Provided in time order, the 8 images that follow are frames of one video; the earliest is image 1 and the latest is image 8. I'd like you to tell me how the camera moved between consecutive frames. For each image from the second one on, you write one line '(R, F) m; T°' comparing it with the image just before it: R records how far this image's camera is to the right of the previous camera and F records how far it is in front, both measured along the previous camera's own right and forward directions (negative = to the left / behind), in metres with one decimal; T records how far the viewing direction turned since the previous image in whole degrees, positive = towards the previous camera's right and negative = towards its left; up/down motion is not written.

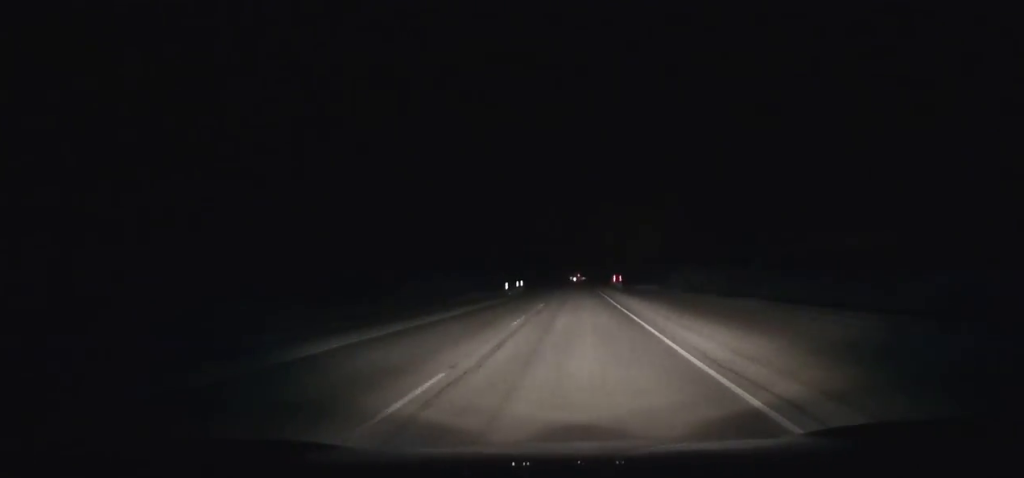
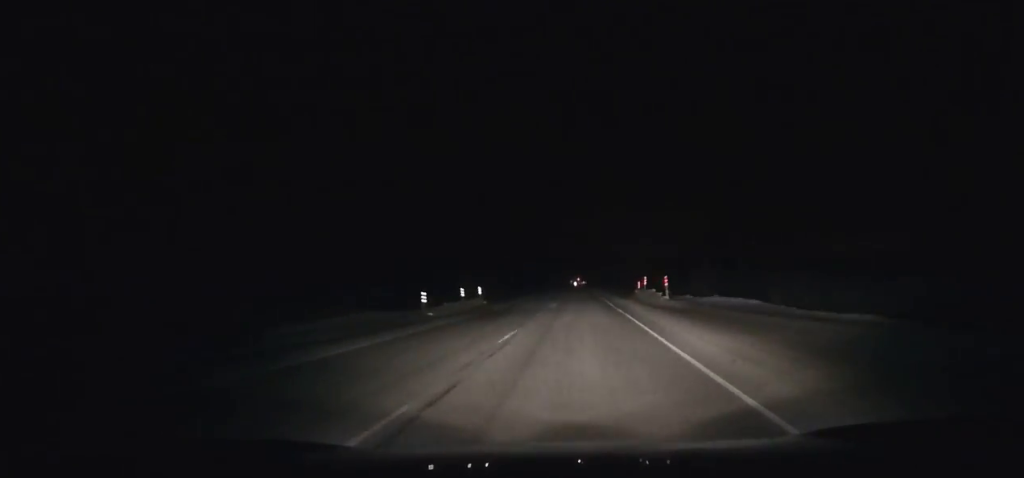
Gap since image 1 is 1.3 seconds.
(+0.2, +39.3) m; 0°
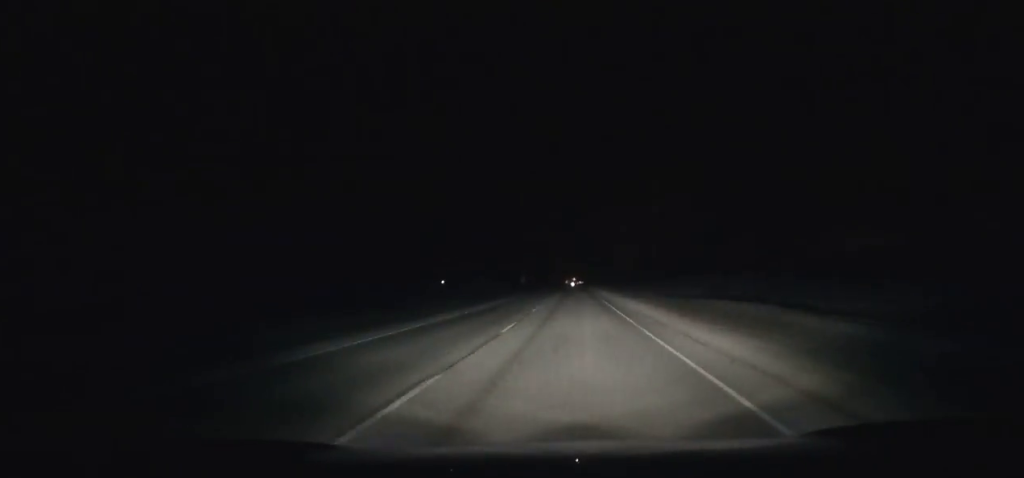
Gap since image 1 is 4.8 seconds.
(+0.8, +106.2) m; 0°
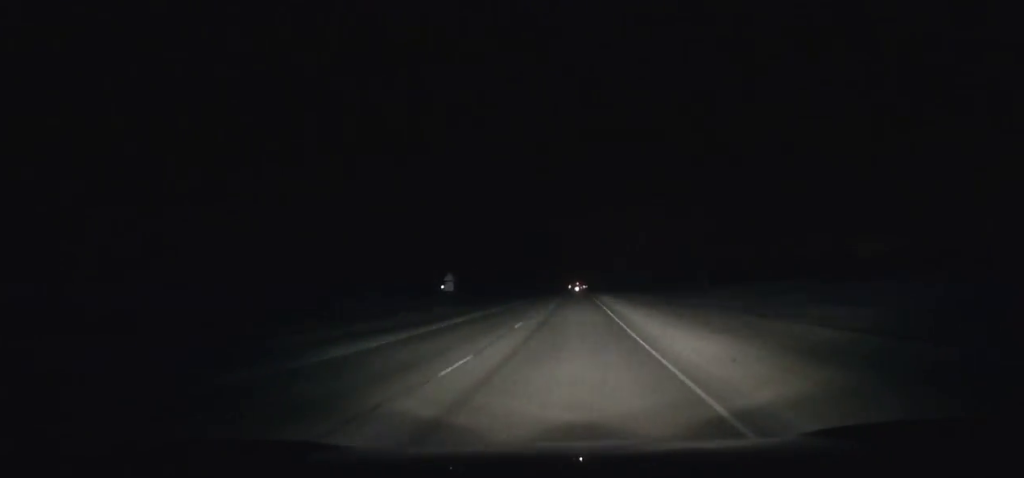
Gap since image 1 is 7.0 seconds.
(0.0, +67.0) m; 0°
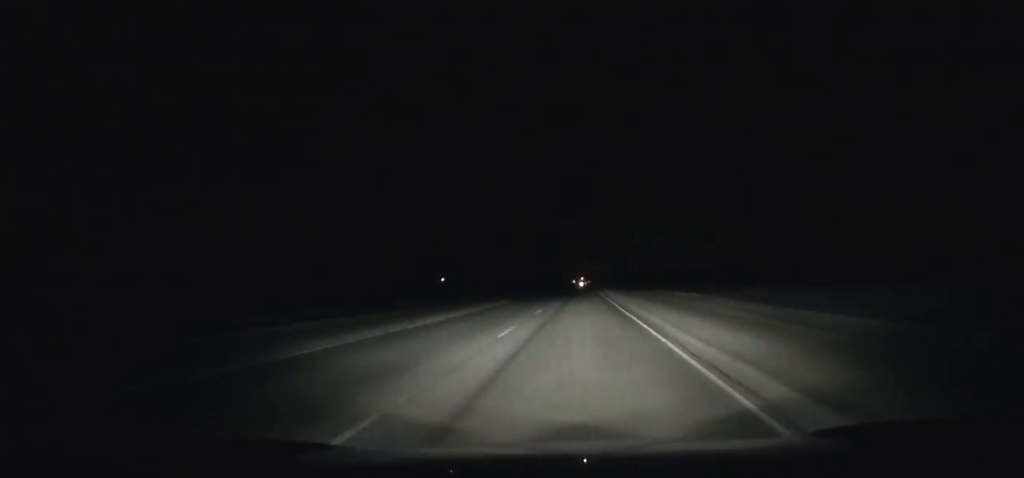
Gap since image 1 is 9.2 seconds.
(-0.4, +67.1) m; 0°
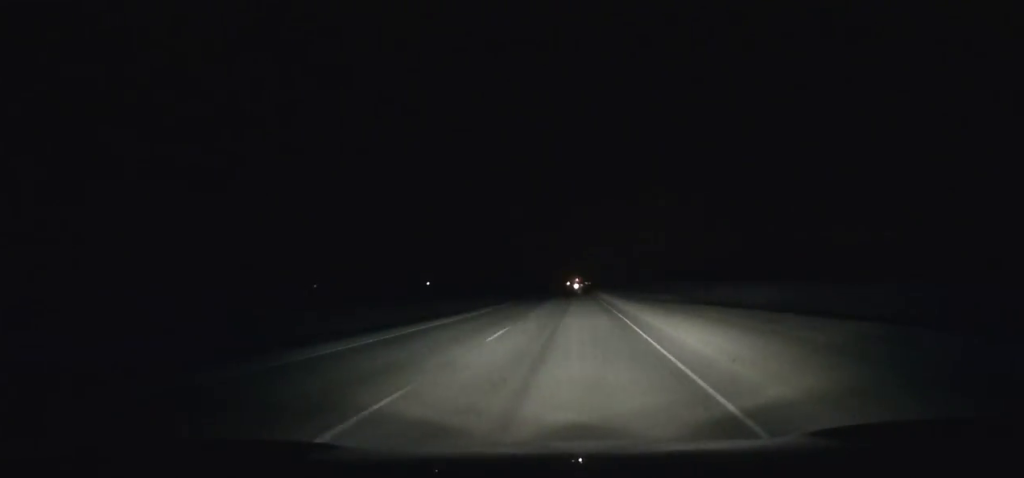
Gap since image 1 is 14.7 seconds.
(+0.3, +167.8) m; 0°
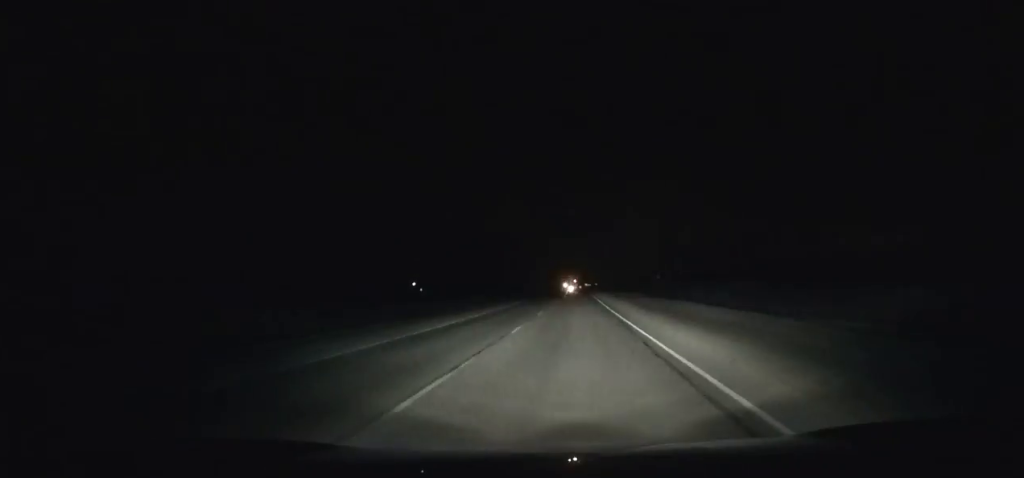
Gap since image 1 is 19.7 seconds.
(-0.2, +151.8) m; 0°
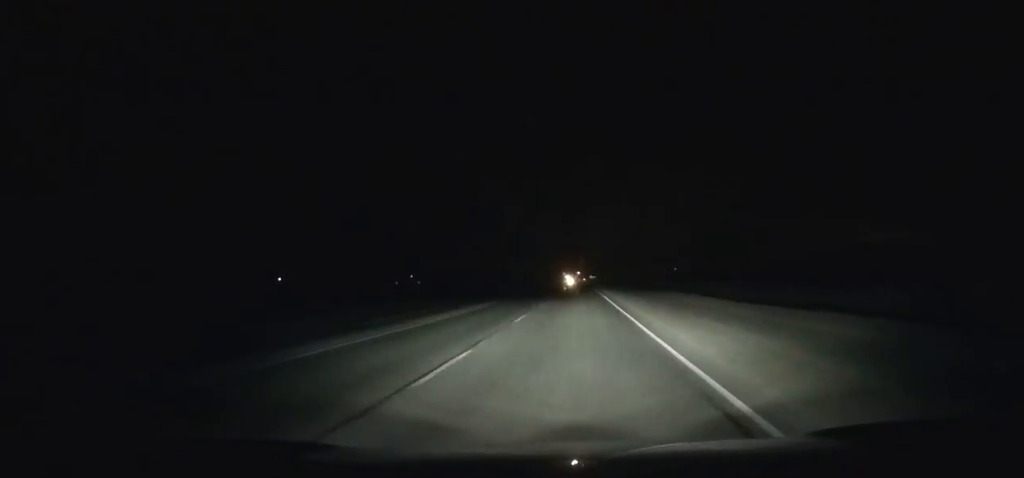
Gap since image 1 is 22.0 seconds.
(0.0, +69.1) m; 0°
